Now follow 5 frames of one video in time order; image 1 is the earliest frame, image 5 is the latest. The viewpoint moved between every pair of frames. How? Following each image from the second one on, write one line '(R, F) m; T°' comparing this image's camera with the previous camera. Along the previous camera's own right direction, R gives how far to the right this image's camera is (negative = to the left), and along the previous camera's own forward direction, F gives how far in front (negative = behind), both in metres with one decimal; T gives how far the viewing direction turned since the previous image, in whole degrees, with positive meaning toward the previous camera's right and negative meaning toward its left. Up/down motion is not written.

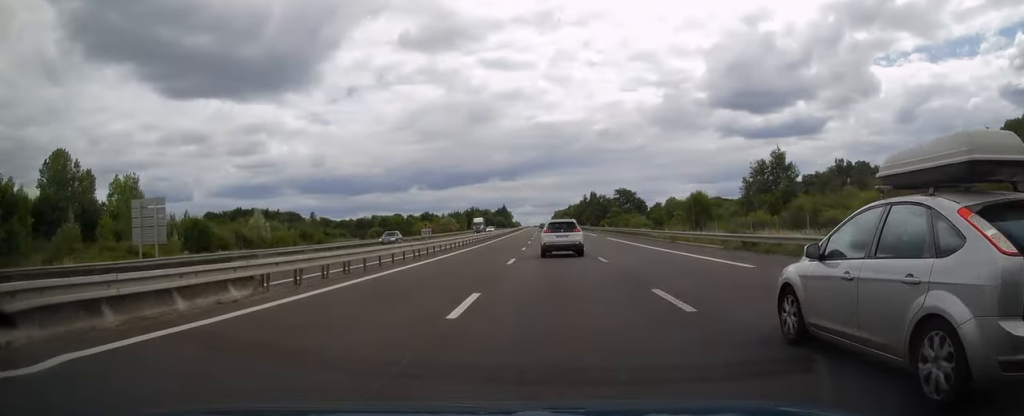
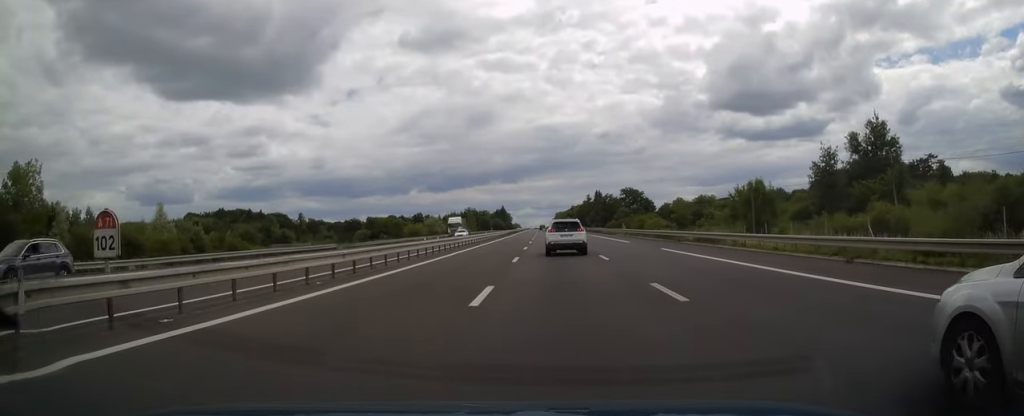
(0.0, +25.1) m; 0°
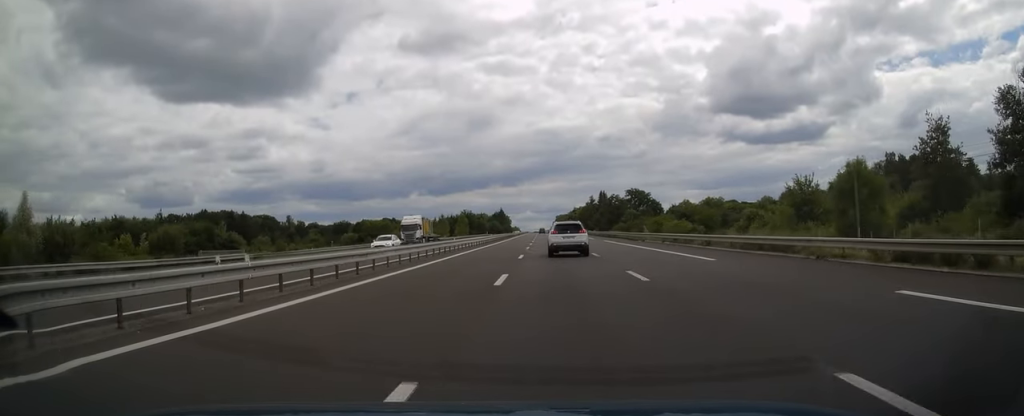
(0.0, +22.0) m; 0°
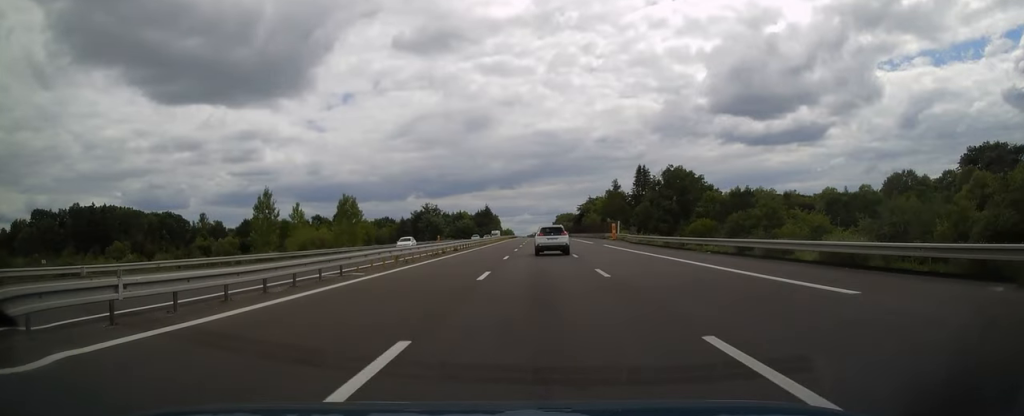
(-0.1, +116.2) m; 0°
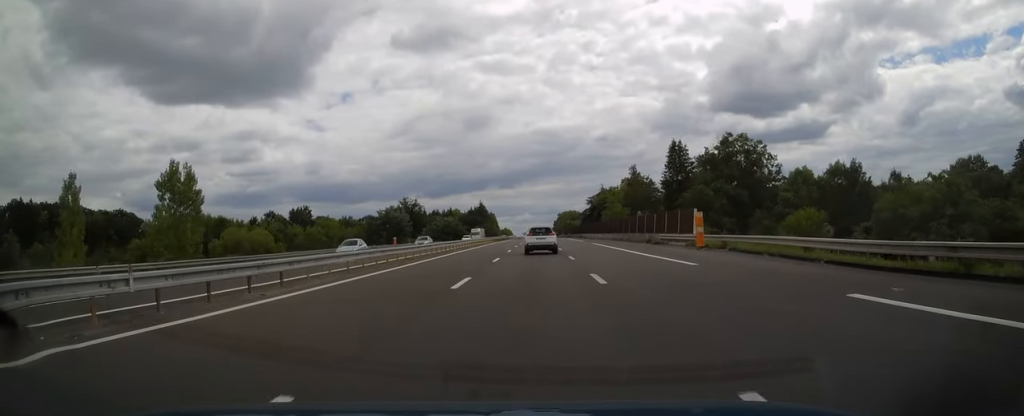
(0.0, +42.1) m; 0°
